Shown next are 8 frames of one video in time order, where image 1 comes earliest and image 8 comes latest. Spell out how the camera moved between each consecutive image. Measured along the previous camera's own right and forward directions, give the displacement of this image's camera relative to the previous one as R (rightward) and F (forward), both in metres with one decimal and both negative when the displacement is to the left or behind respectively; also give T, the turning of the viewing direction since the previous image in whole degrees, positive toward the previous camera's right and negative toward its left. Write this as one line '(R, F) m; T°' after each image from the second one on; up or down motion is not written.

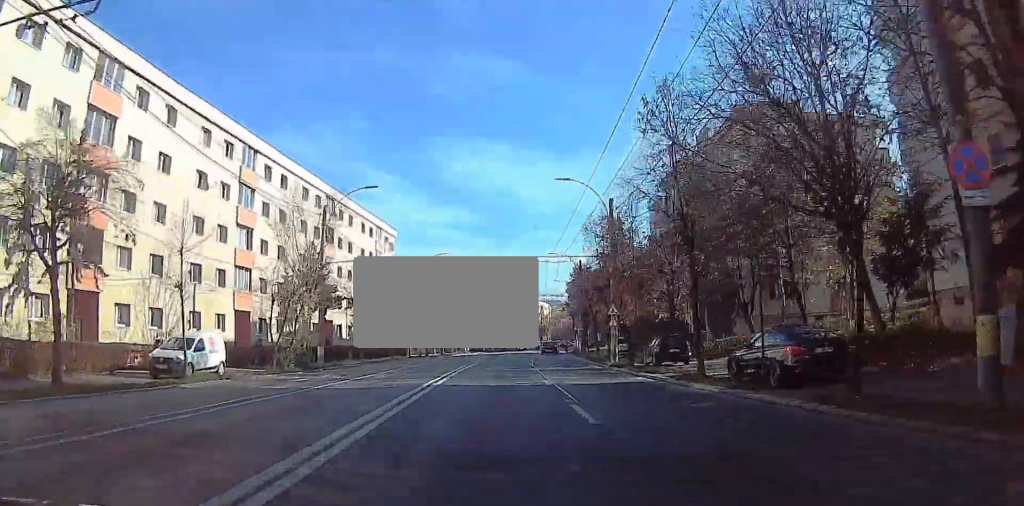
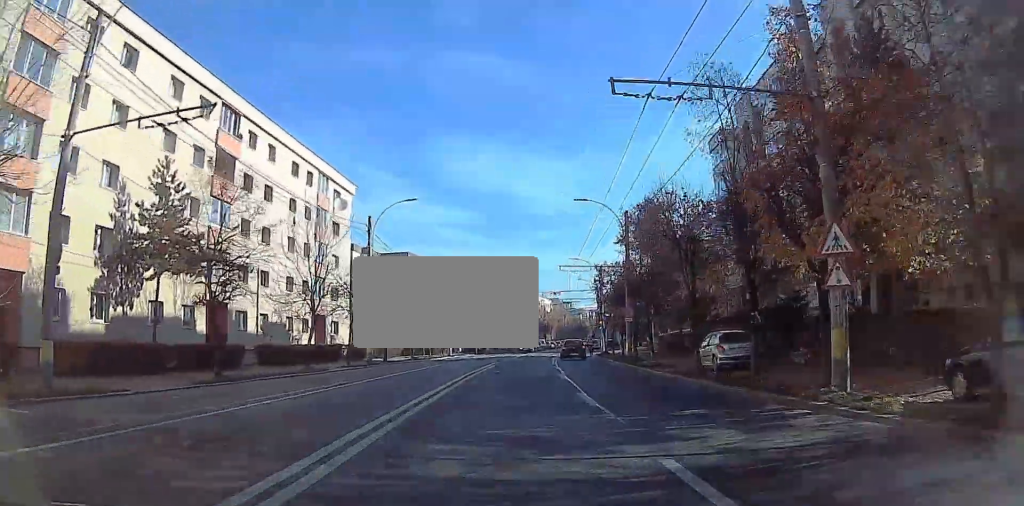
(0.0, +21.4) m; 0°
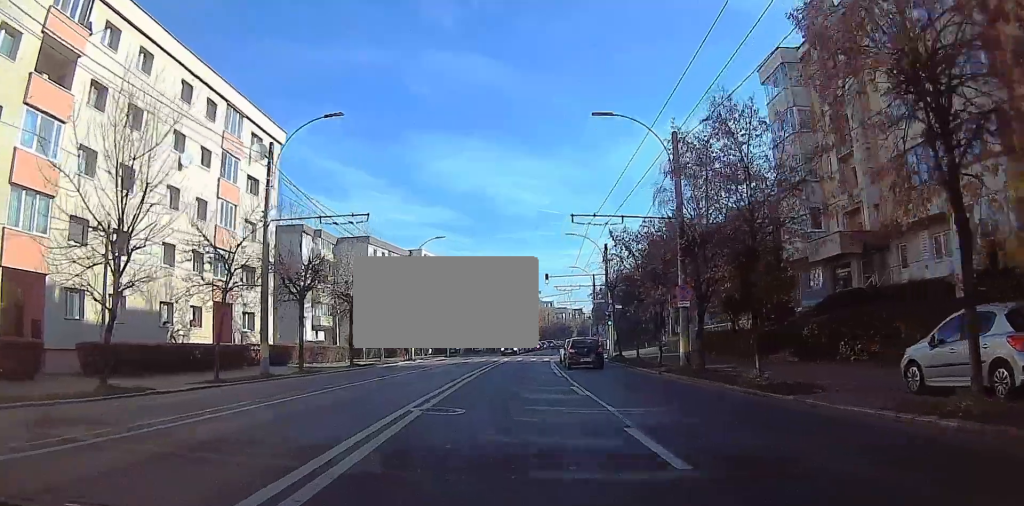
(0.0, +14.9) m; 0°
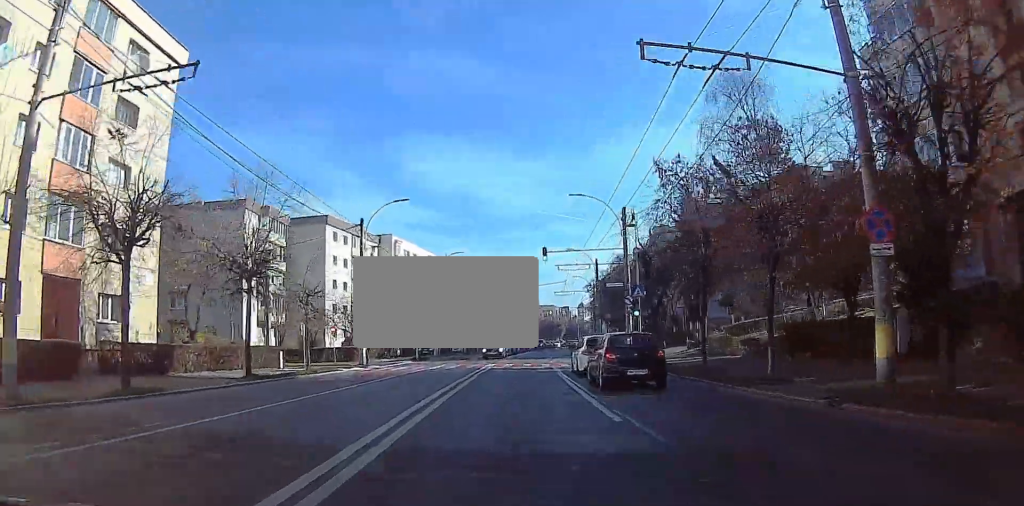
(0.0, +14.1) m; 0°
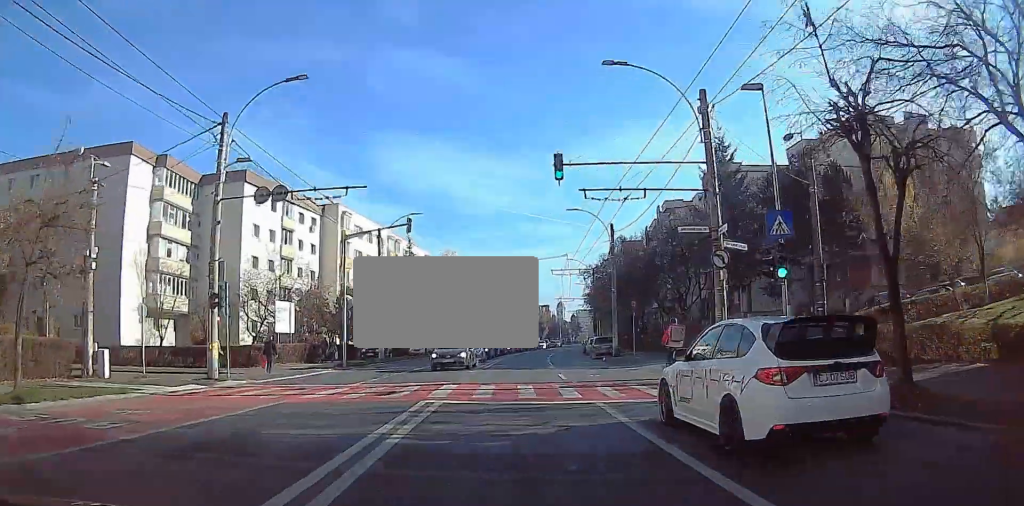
(0.0, +20.4) m; 0°
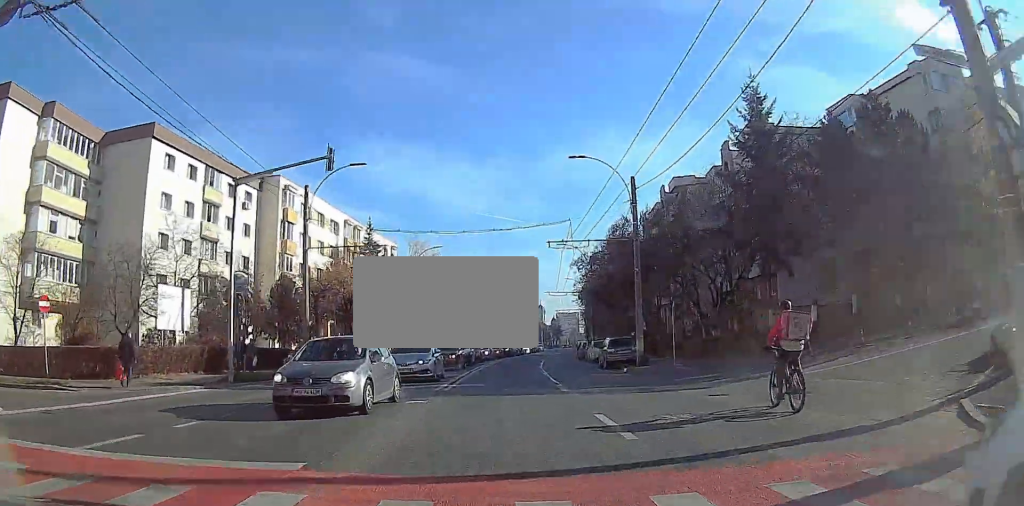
(0.0, +14.9) m; 0°
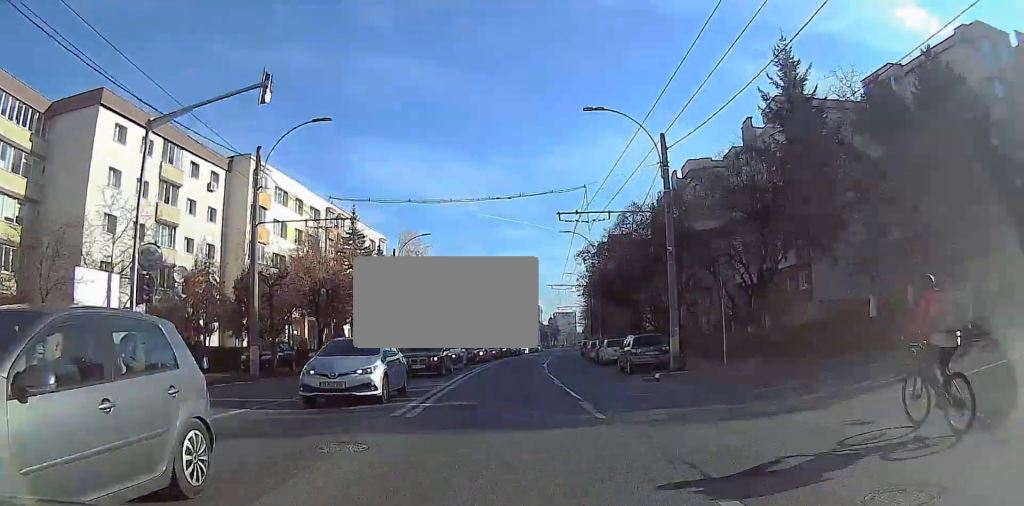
(0.0, +7.4) m; 0°
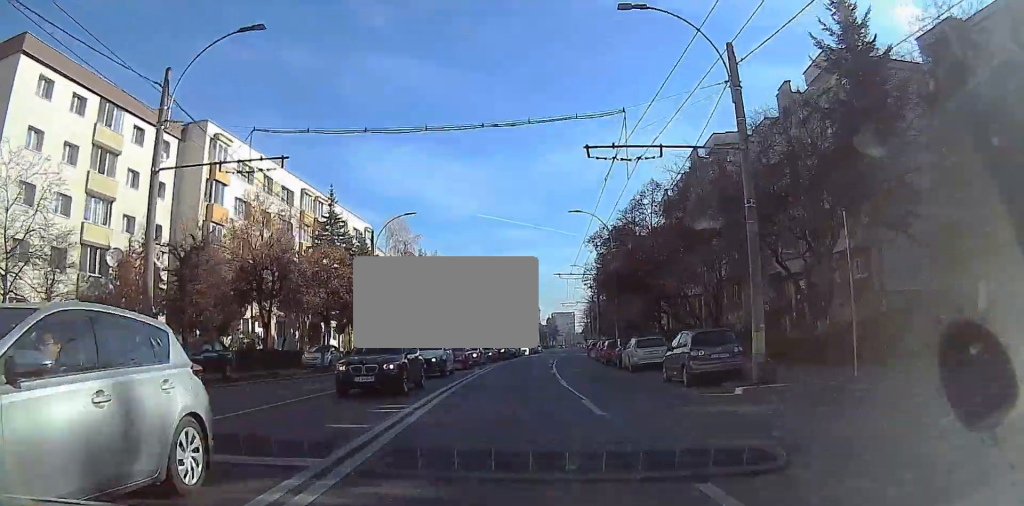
(0.0, +9.1) m; 0°
